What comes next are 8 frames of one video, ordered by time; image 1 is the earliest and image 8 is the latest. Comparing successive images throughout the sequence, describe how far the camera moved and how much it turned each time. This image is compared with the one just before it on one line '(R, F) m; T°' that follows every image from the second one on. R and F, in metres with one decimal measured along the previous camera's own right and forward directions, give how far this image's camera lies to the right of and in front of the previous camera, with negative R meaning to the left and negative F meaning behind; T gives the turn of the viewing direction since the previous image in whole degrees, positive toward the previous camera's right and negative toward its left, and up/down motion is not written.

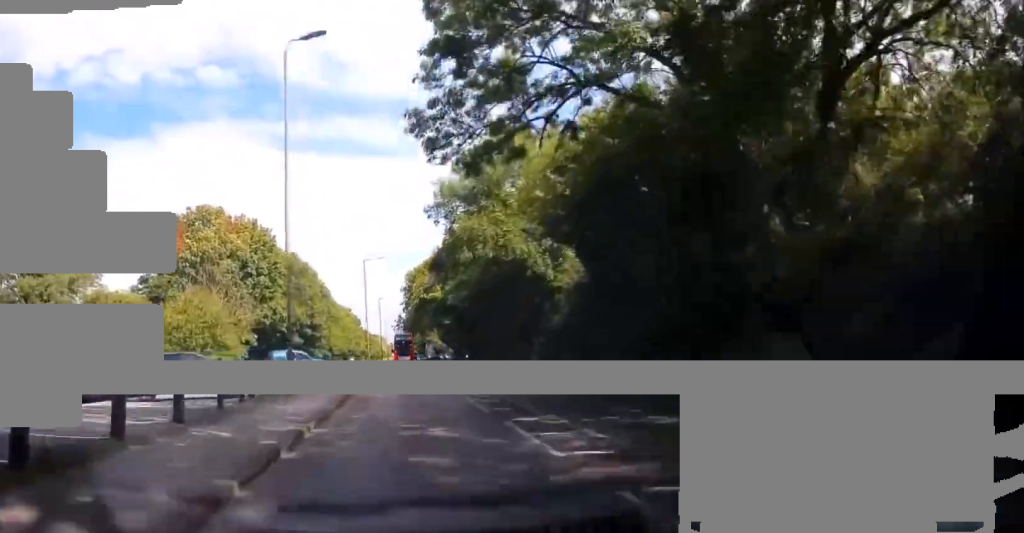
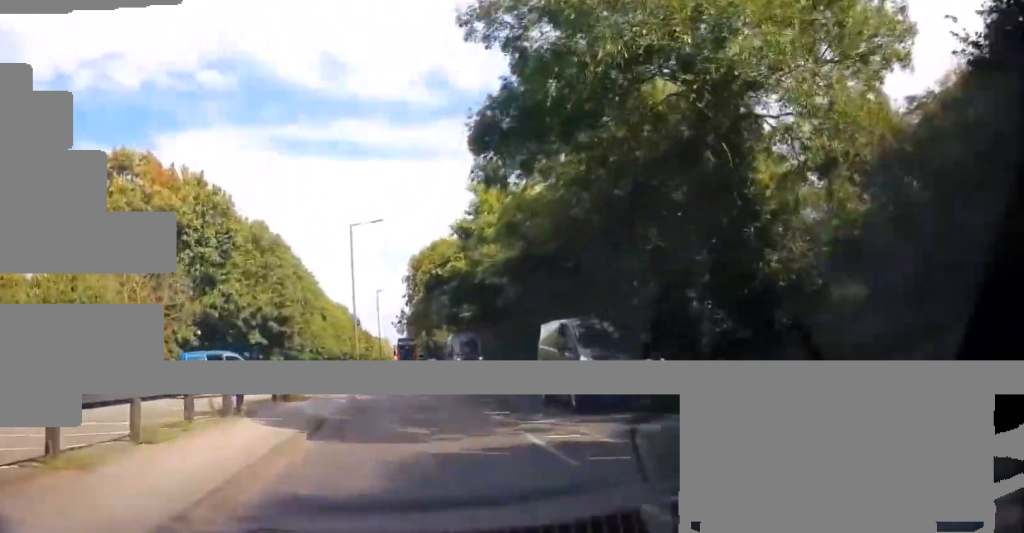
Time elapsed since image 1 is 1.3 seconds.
(+0.5, +18.5) m; +1°
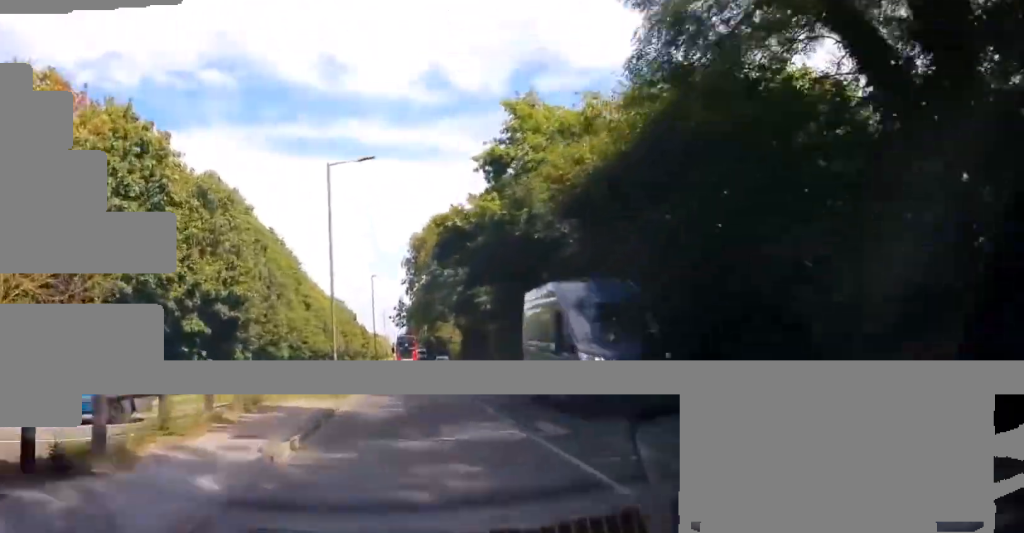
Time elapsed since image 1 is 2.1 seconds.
(-0.2, +13.3) m; -2°
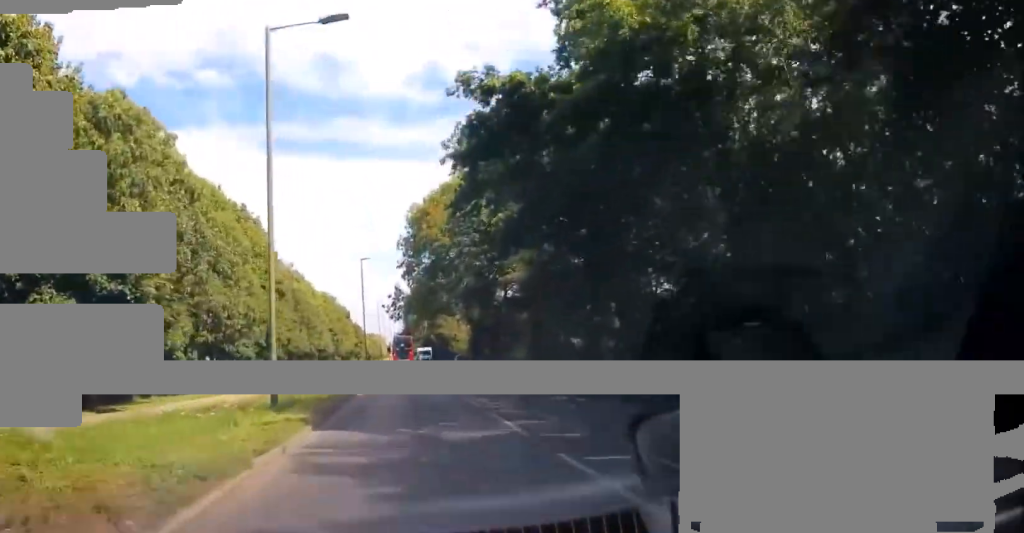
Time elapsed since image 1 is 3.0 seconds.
(-0.4, +14.3) m; -2°
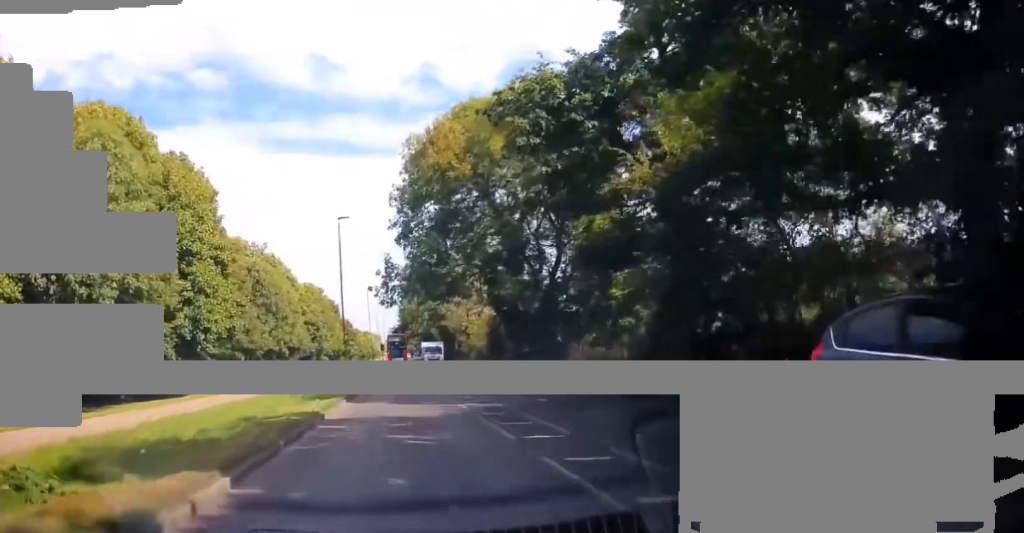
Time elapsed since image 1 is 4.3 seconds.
(0.0, +19.1) m; +1°
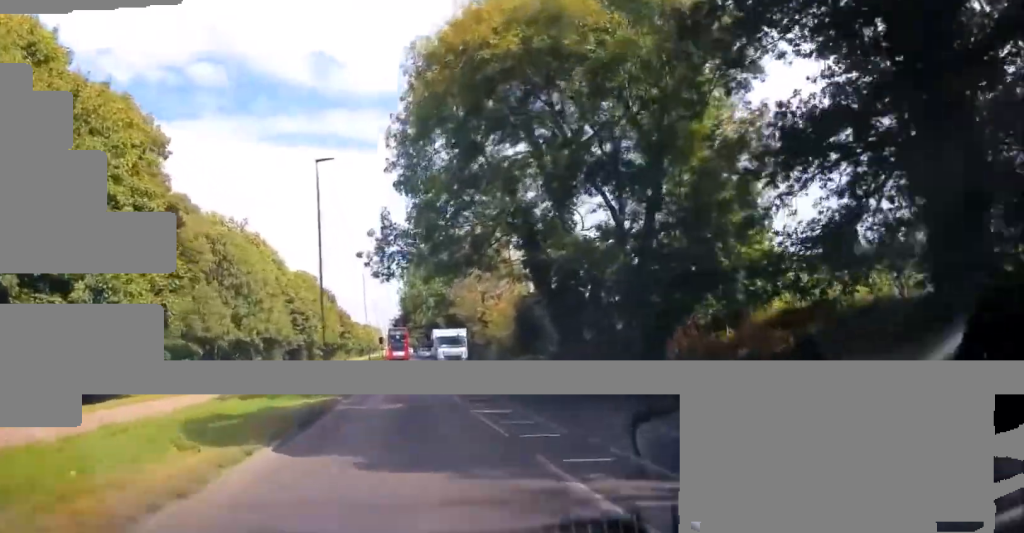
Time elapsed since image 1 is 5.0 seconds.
(+0.1, +12.3) m; 0°
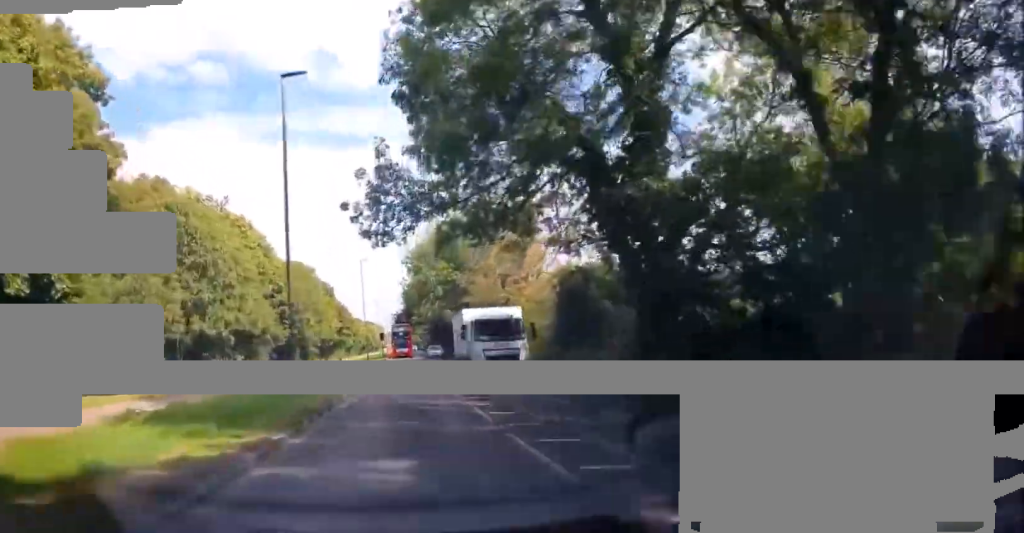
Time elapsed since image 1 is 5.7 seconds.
(0.0, +10.4) m; 0°
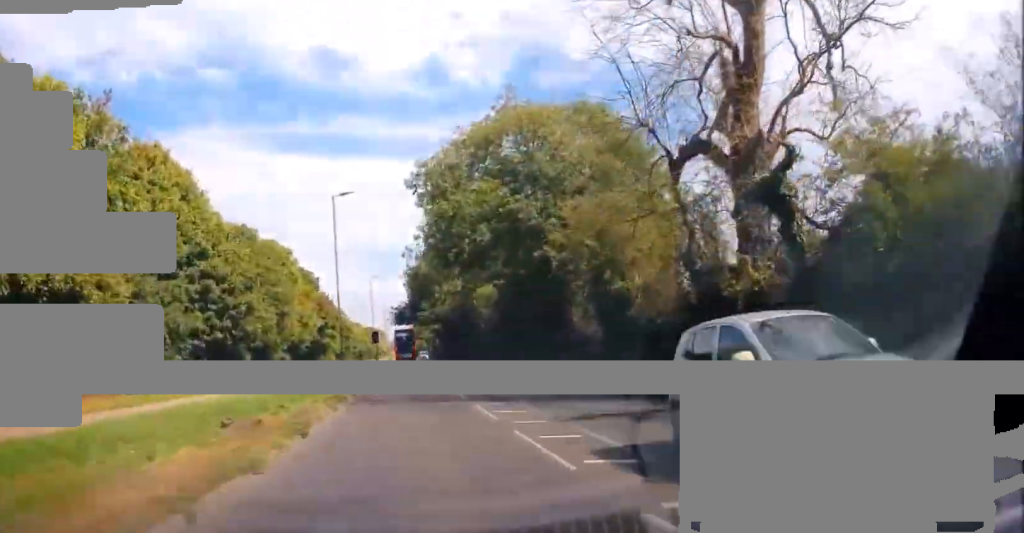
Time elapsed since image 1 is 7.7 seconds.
(-0.2, +30.4) m; 0°
